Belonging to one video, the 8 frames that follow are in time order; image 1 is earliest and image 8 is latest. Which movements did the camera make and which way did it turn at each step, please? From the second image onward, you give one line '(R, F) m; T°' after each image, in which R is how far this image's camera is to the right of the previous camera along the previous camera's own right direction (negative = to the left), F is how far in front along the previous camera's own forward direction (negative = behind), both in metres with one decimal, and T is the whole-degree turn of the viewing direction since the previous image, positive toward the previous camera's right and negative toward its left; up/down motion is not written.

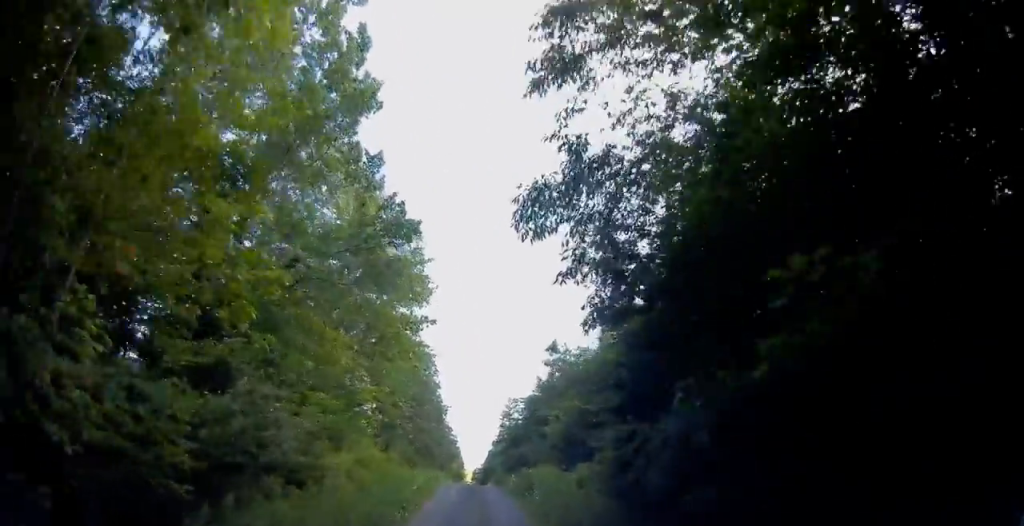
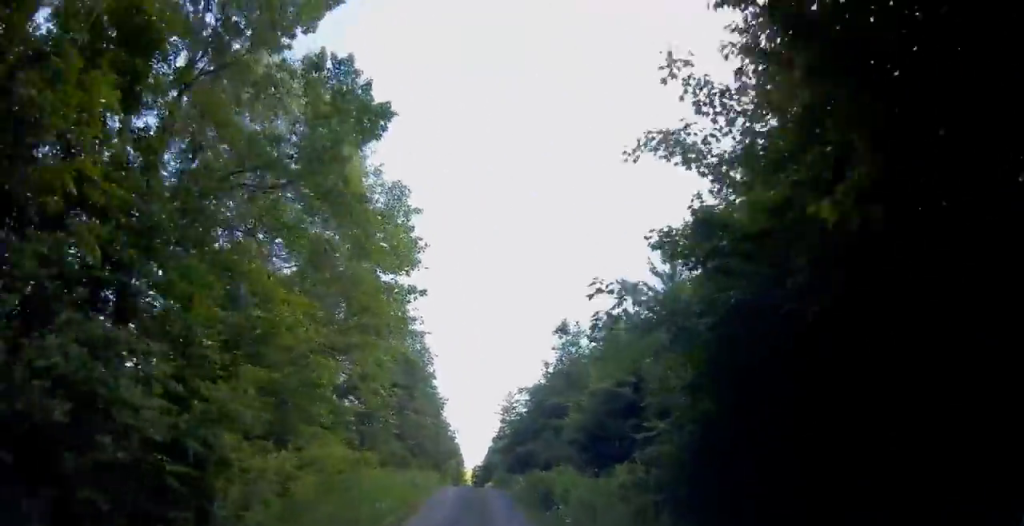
(0.0, +5.1) m; -1°
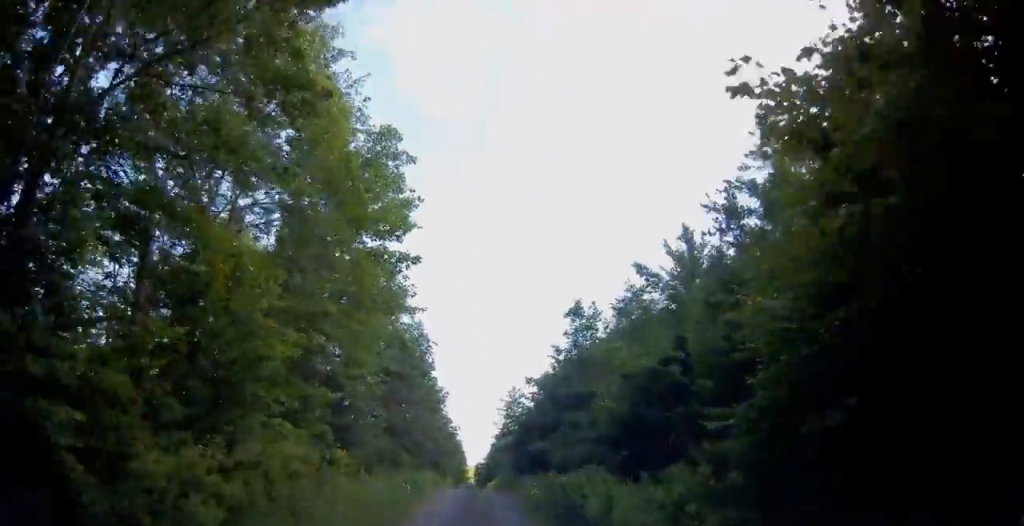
(+0.2, +3.7) m; -2°
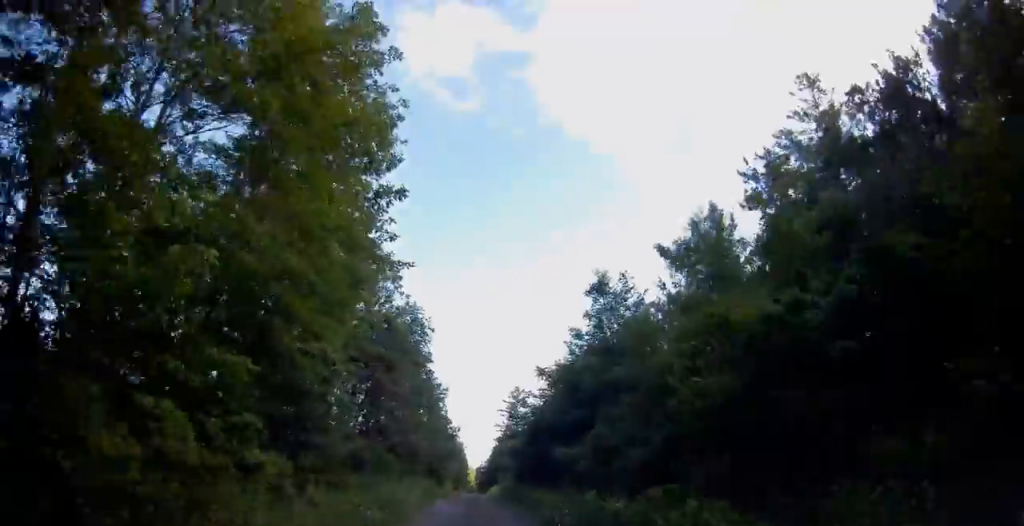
(-0.3, +5.1) m; -2°
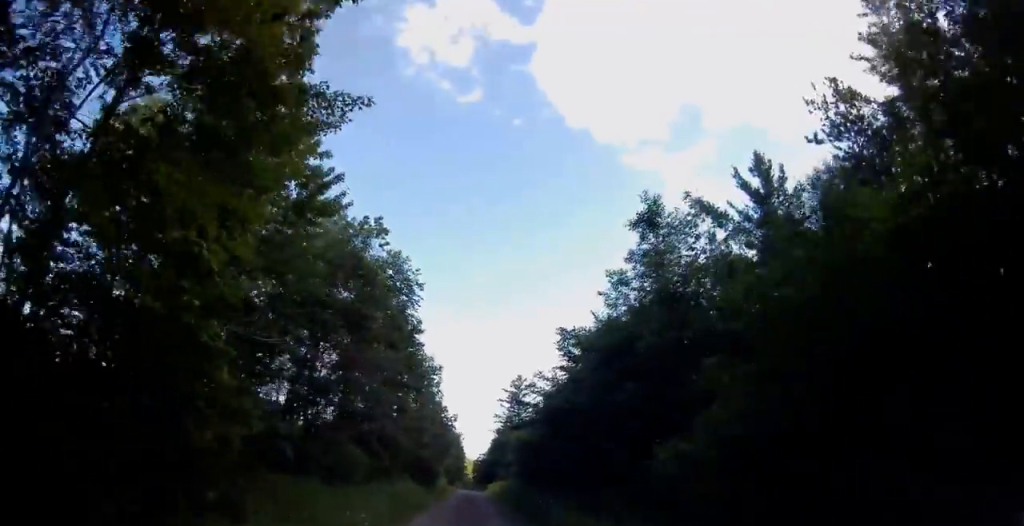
(-0.2, +7.0) m; 0°
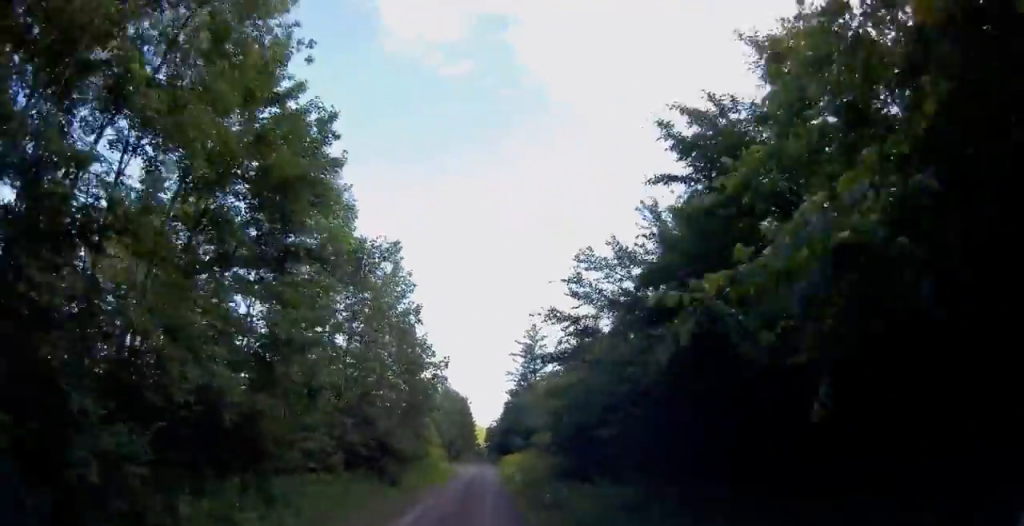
(+0.7, +17.6) m; +3°
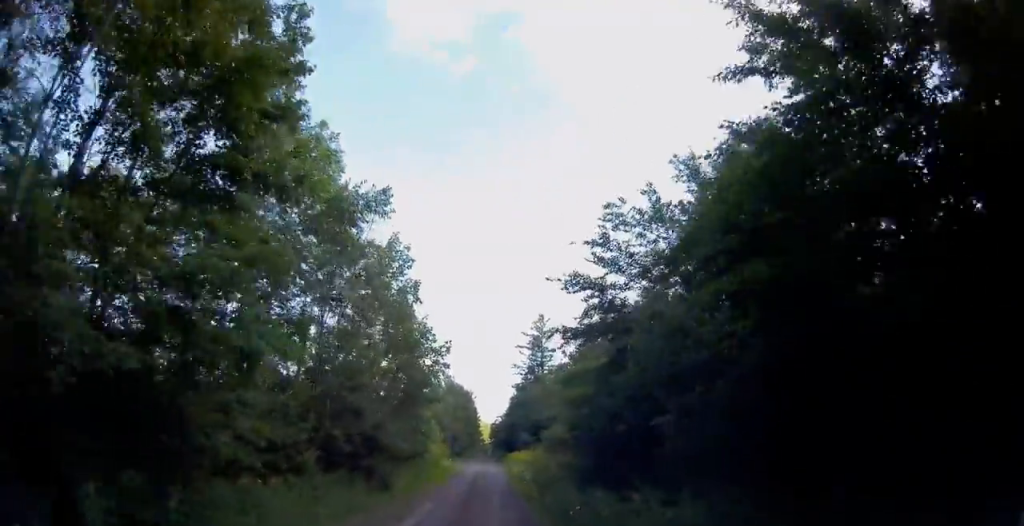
(0.0, +3.6) m; 0°
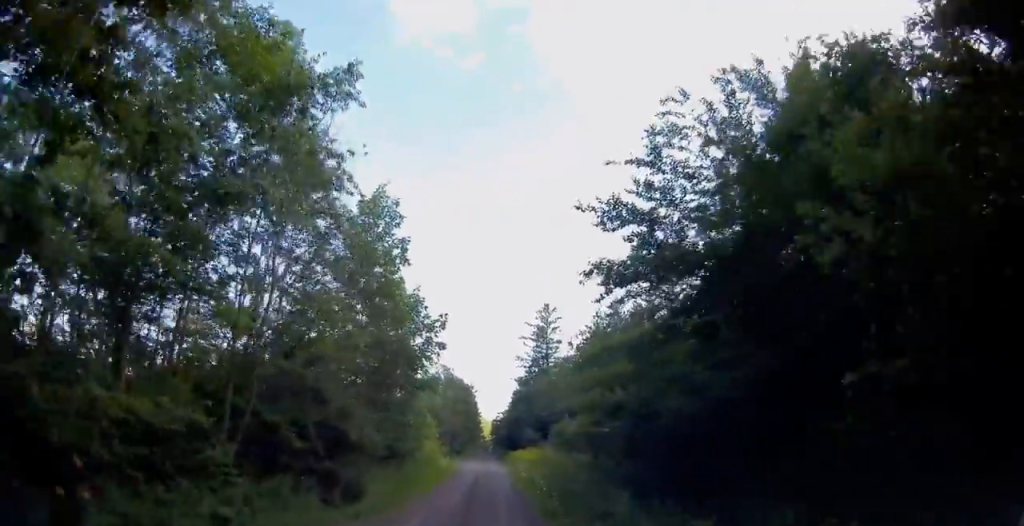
(0.0, +5.3) m; -1°
